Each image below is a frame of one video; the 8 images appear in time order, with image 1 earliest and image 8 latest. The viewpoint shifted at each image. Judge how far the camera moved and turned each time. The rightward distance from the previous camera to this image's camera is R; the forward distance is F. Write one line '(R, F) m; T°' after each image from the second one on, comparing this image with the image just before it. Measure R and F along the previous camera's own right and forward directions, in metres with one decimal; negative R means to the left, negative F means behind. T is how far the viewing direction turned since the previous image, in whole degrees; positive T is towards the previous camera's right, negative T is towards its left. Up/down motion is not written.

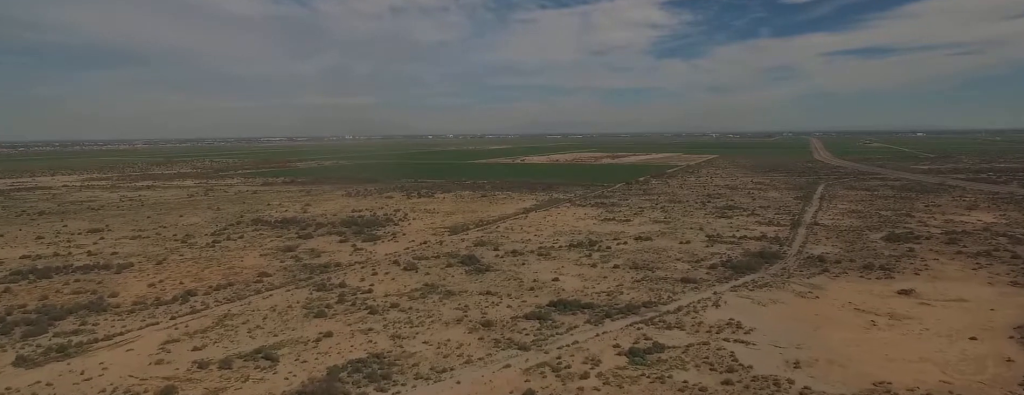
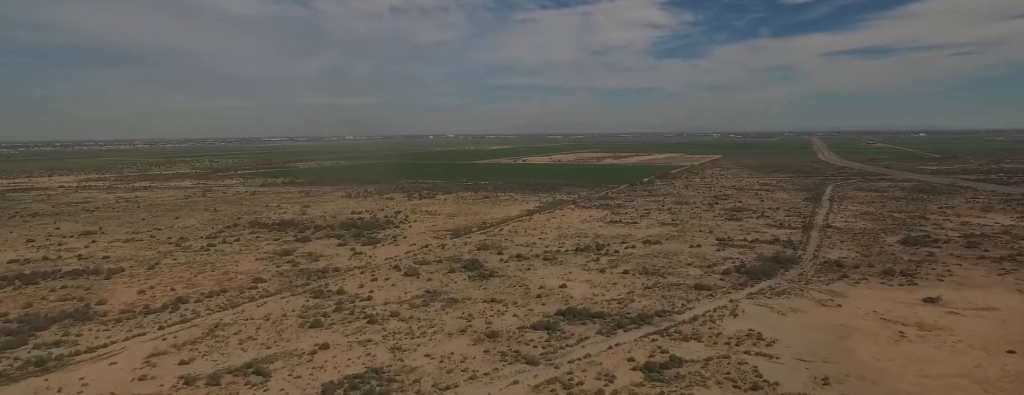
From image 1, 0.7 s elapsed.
(0.0, +10.2) m; +1°
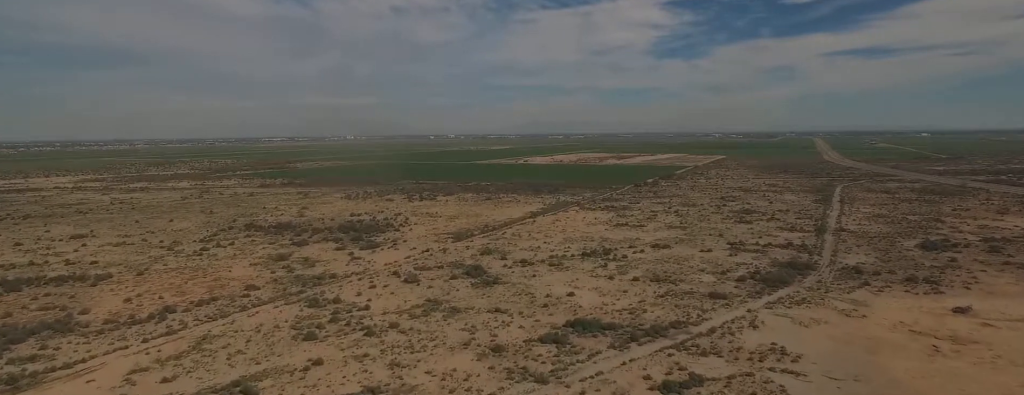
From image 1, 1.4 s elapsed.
(+0.1, +11.3) m; 0°
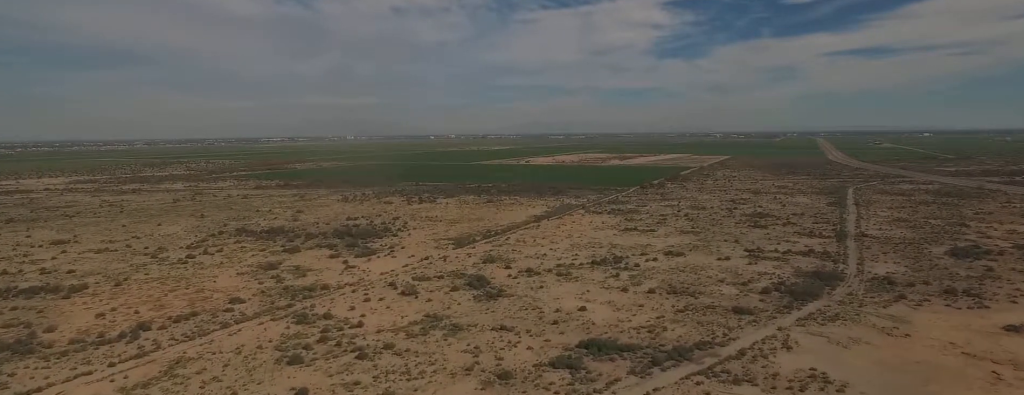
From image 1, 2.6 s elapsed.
(0.0, +18.0) m; 0°
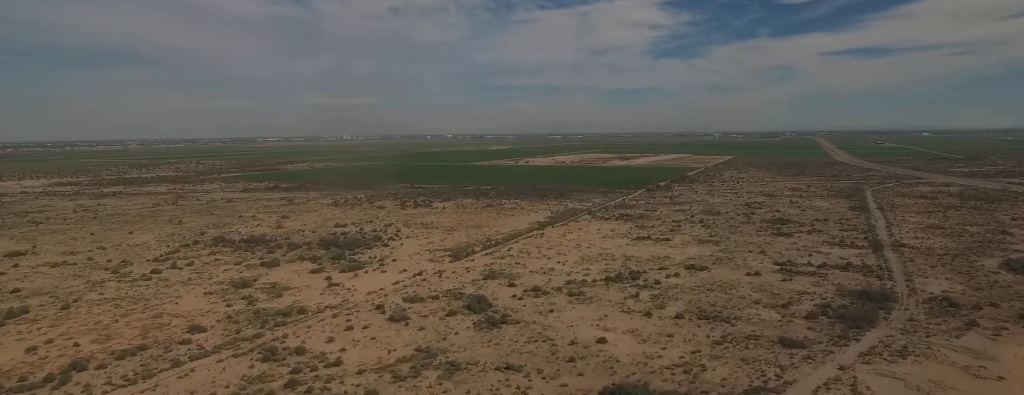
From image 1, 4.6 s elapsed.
(-0.4, +30.7) m; -2°
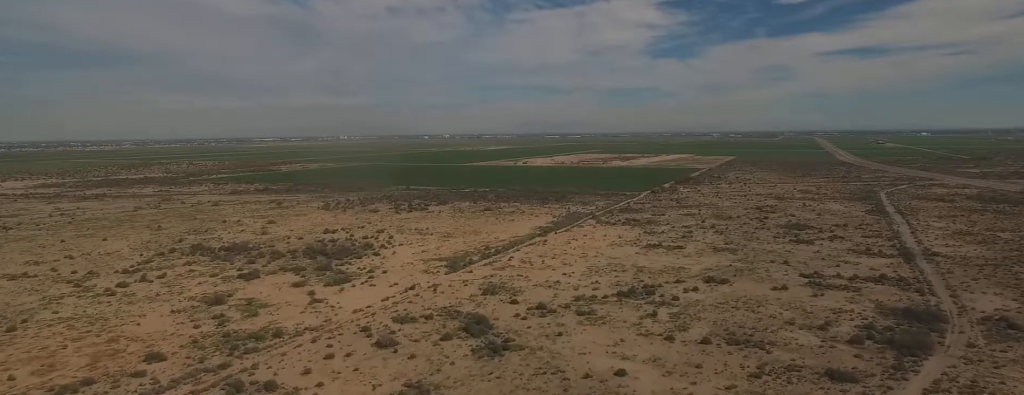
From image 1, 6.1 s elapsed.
(-0.4, +23.1) m; -2°
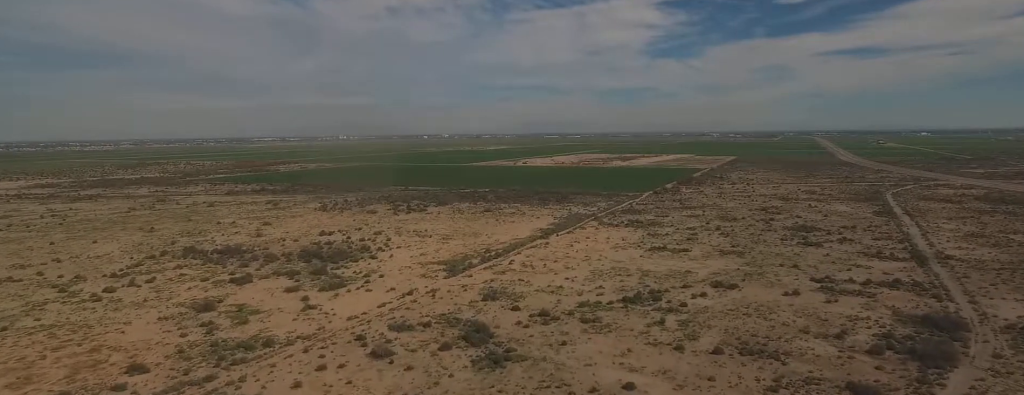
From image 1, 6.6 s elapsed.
(-0.1, +8.3) m; -1°
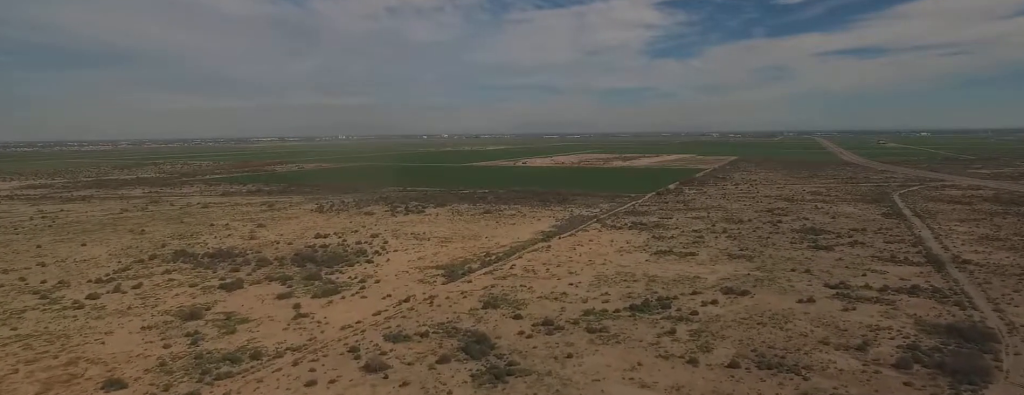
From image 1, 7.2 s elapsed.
(-0.1, +9.8) m; -1°
